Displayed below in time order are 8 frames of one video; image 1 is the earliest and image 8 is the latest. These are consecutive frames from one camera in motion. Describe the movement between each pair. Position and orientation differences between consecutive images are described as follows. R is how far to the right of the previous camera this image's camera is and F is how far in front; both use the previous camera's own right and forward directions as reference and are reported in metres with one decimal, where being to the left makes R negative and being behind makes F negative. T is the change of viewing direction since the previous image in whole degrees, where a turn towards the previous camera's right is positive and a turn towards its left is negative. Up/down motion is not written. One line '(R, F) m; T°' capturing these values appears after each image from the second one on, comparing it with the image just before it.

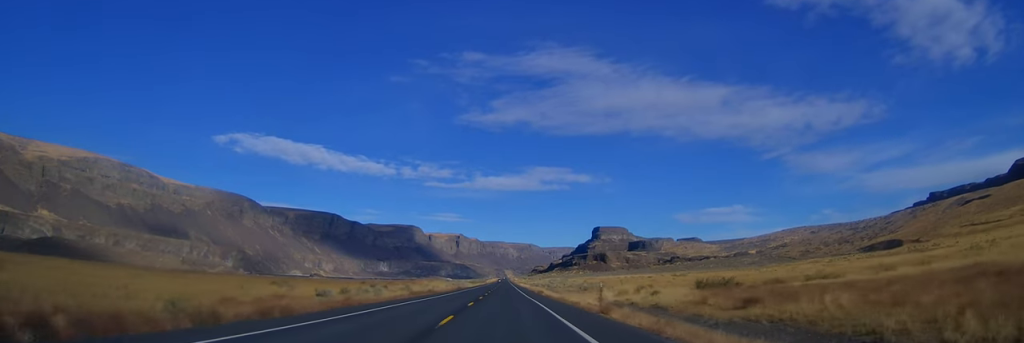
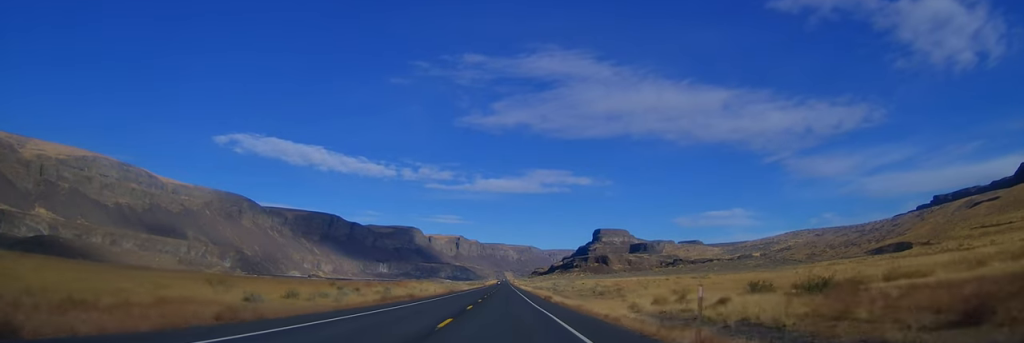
(0.0, +12.4) m; 0°
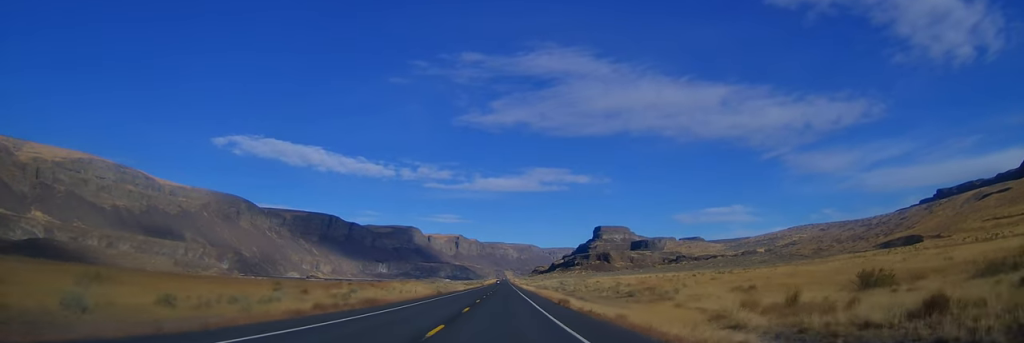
(0.0, +14.3) m; 0°
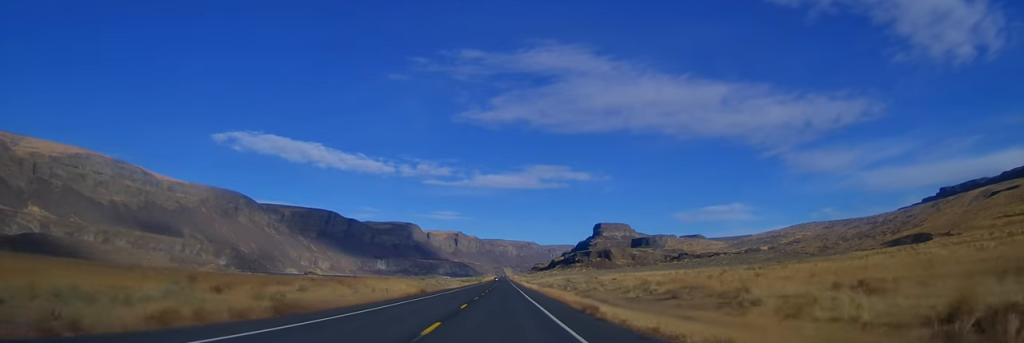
(0.0, +12.4) m; 0°
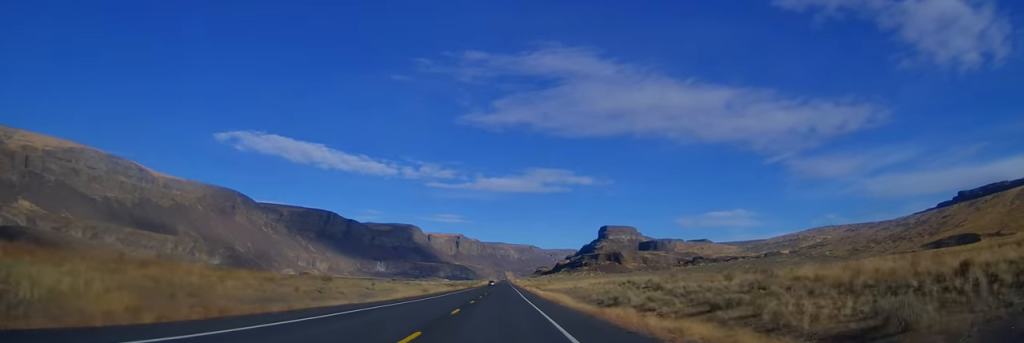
(-1.8, +51.5) m; -2°
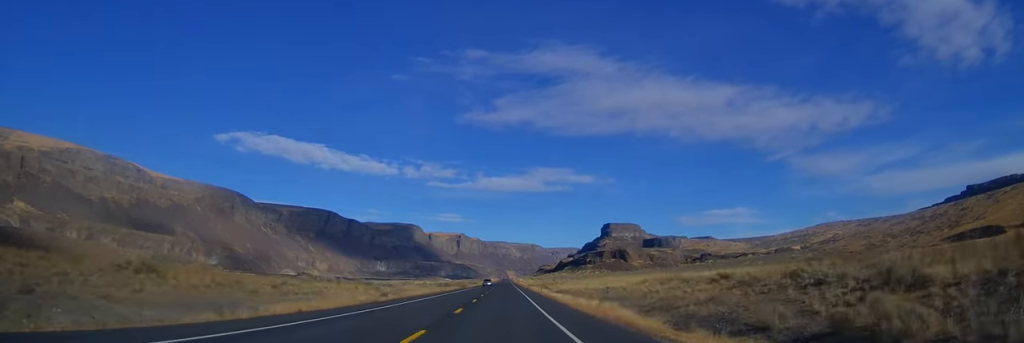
(+0.6, +23.9) m; +1°
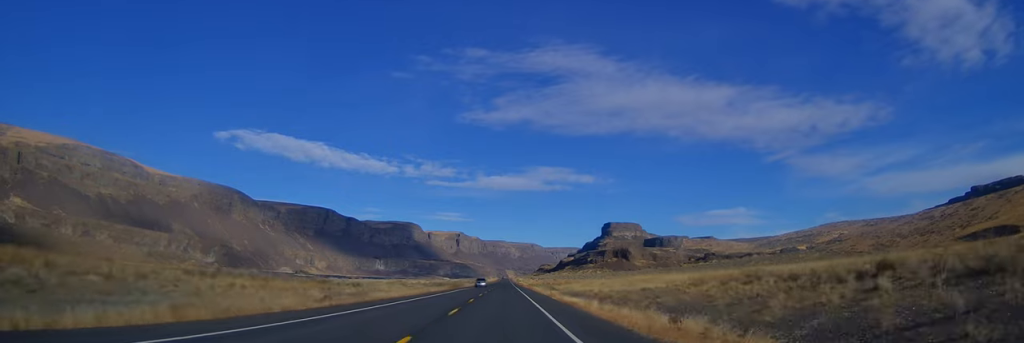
(+0.2, +14.4) m; +1°
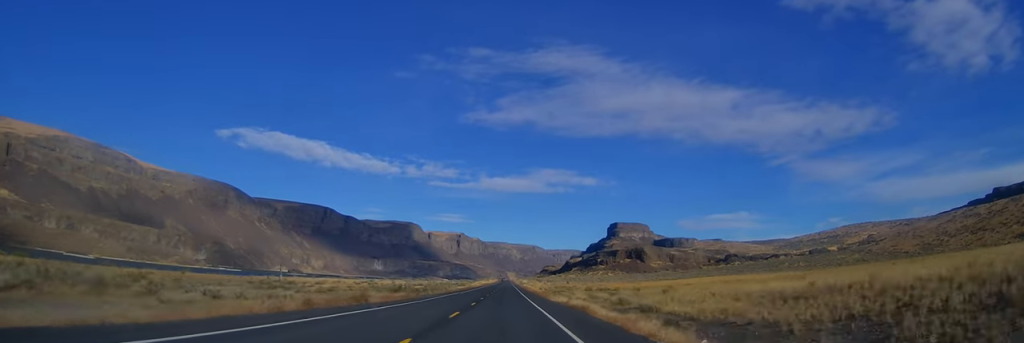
(-0.5, +61.4) m; 0°
